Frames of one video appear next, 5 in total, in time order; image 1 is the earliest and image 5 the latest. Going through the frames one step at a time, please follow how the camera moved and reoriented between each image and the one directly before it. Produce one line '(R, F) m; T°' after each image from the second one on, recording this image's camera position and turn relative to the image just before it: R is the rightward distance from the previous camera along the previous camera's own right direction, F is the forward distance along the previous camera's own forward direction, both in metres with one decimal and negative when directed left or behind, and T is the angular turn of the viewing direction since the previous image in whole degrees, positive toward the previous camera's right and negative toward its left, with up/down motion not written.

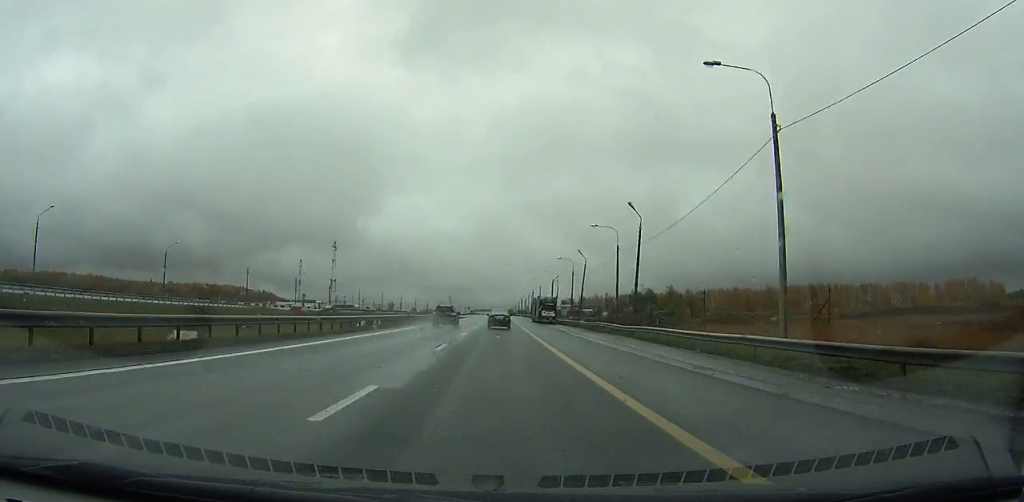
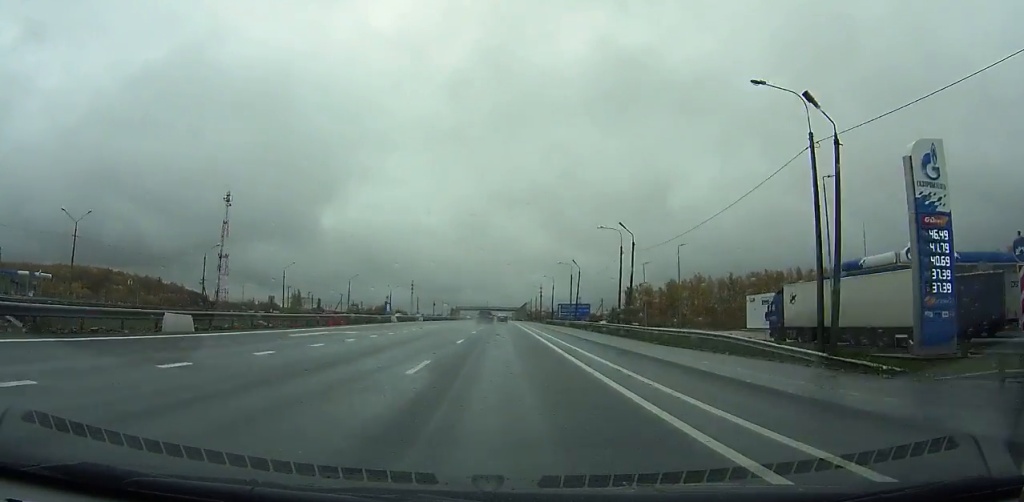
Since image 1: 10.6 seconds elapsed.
(+0.5, +250.2) m; 0°
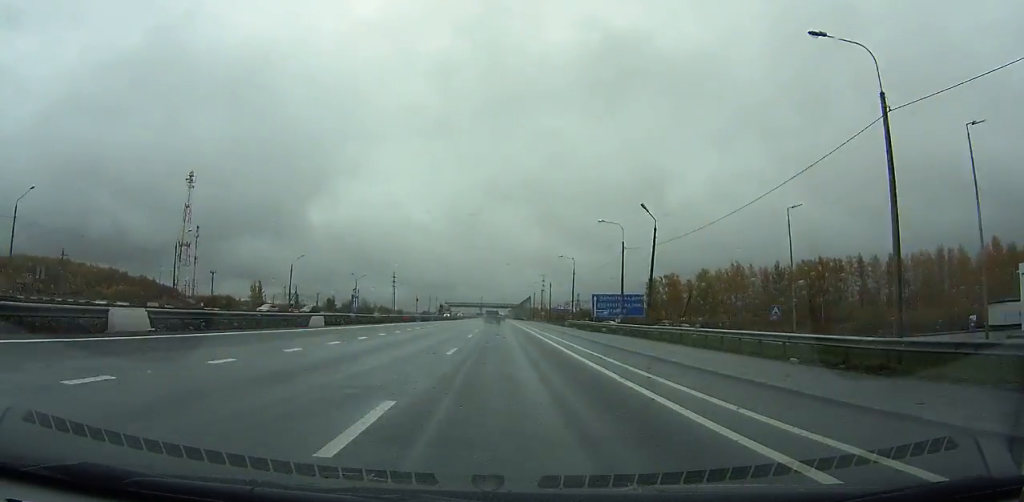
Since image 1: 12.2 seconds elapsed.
(+0.2, +41.3) m; 0°
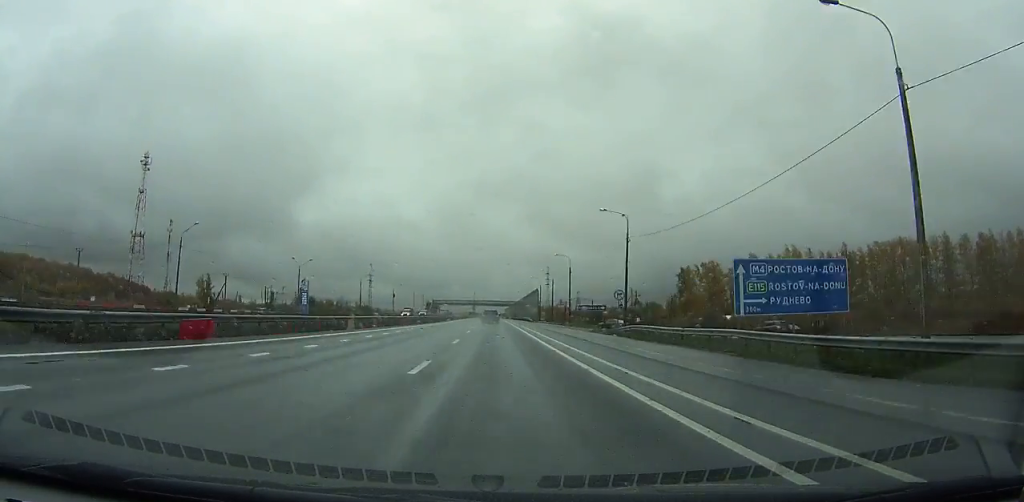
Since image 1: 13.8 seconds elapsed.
(+0.2, +41.6) m; 0°
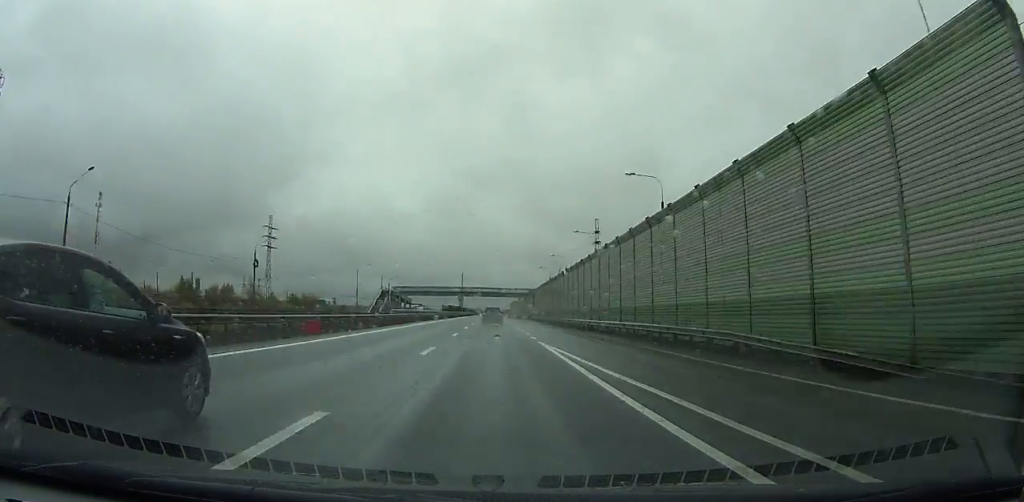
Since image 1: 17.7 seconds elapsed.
(-0.4, +102.6) m; 0°
